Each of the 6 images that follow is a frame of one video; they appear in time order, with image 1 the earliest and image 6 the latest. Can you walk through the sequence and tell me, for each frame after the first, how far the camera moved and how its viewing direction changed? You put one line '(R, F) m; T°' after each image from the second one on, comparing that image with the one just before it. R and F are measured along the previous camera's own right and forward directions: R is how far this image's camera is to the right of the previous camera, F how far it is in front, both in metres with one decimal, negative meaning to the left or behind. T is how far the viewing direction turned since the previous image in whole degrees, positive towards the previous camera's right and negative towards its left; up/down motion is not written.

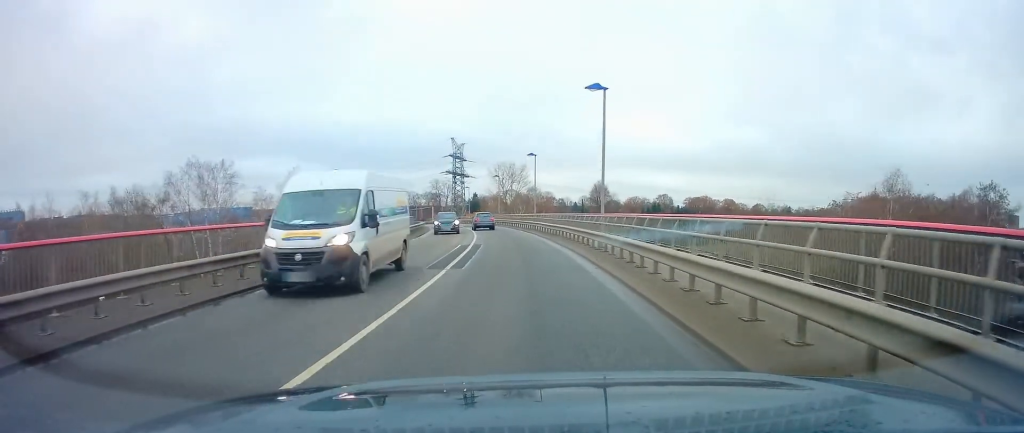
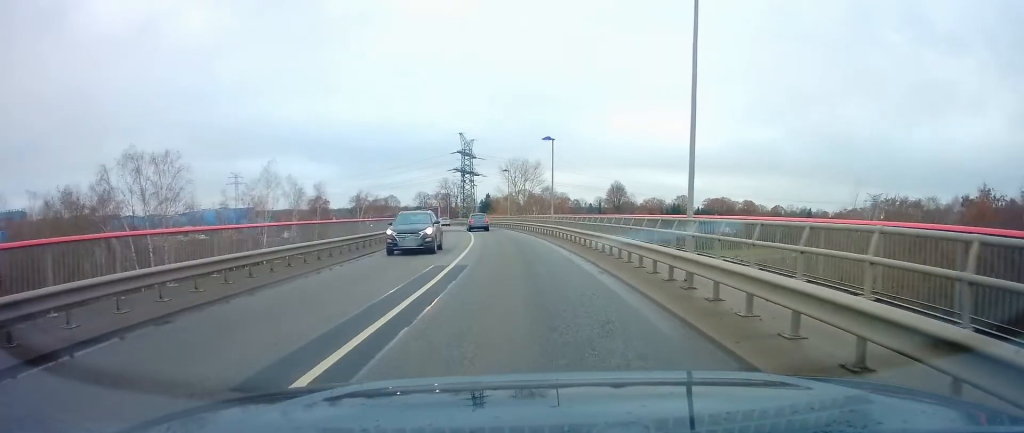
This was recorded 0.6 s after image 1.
(+0.1, +10.4) m; -1°
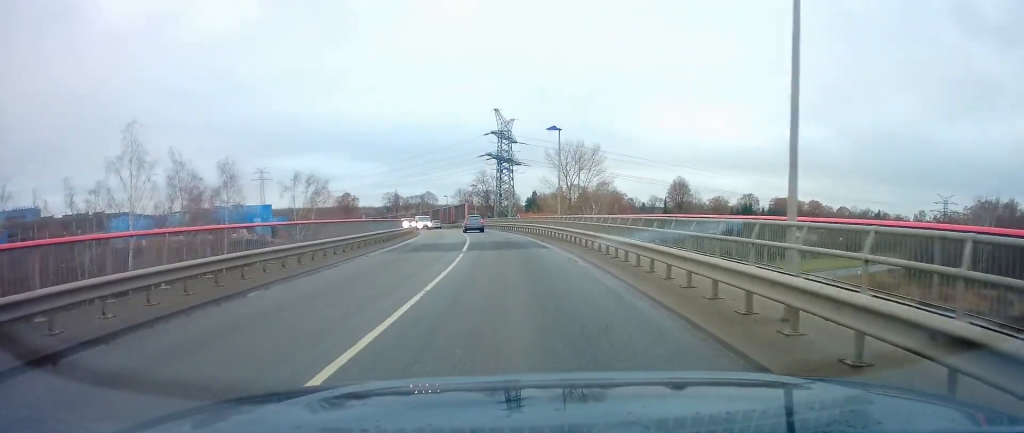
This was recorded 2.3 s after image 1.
(-1.0, +29.0) m; -5°
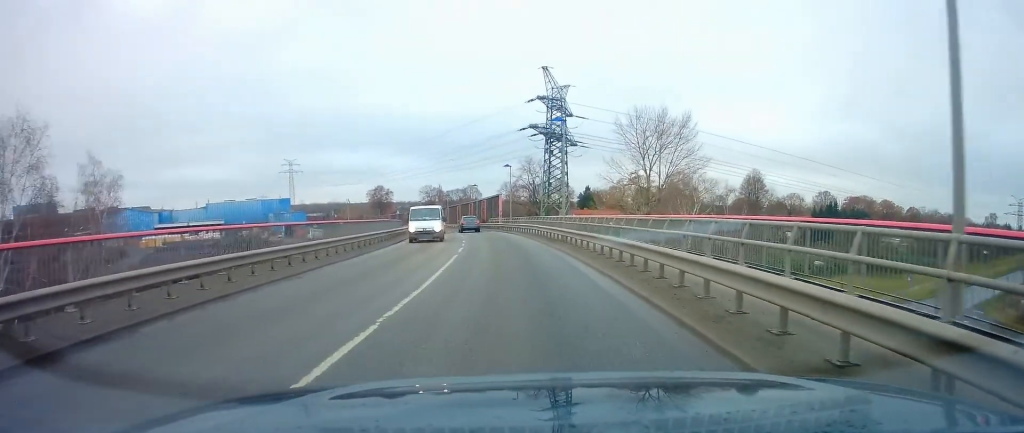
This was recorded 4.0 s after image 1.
(-1.4, +27.4) m; -5°
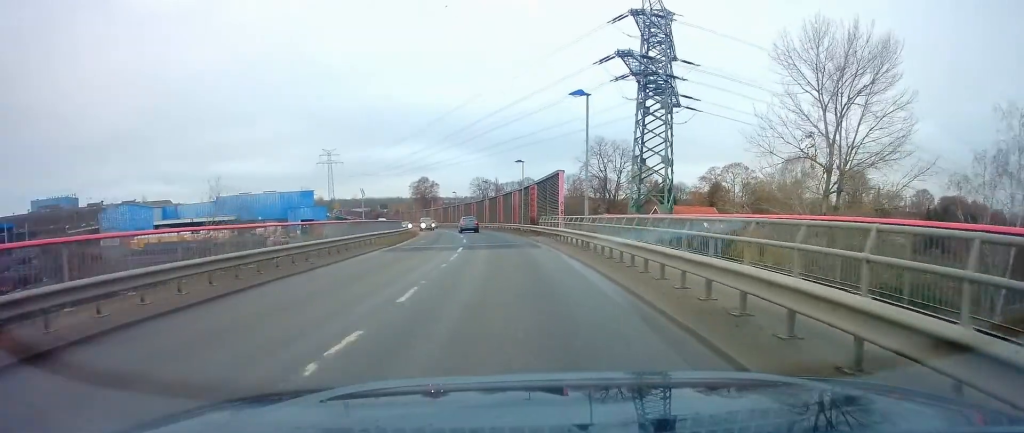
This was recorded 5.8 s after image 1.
(-1.7, +30.6) m; -6°
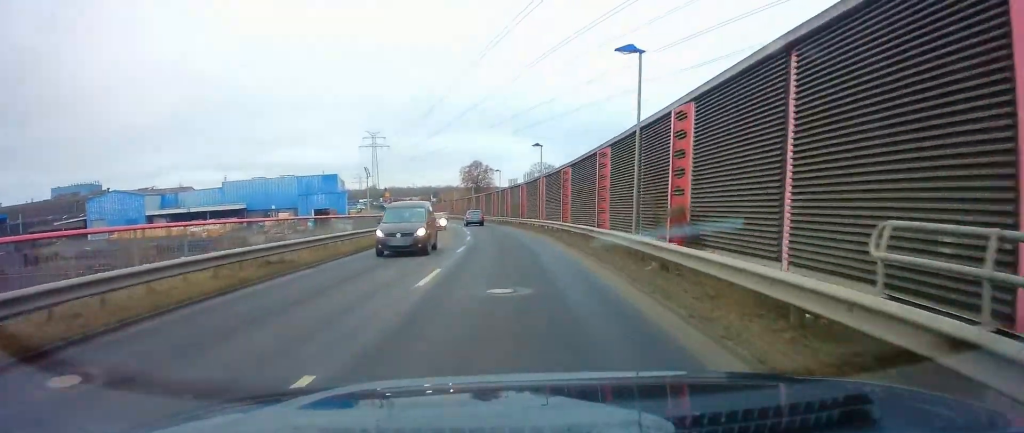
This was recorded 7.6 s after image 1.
(-1.5, +31.2) m; -5°
